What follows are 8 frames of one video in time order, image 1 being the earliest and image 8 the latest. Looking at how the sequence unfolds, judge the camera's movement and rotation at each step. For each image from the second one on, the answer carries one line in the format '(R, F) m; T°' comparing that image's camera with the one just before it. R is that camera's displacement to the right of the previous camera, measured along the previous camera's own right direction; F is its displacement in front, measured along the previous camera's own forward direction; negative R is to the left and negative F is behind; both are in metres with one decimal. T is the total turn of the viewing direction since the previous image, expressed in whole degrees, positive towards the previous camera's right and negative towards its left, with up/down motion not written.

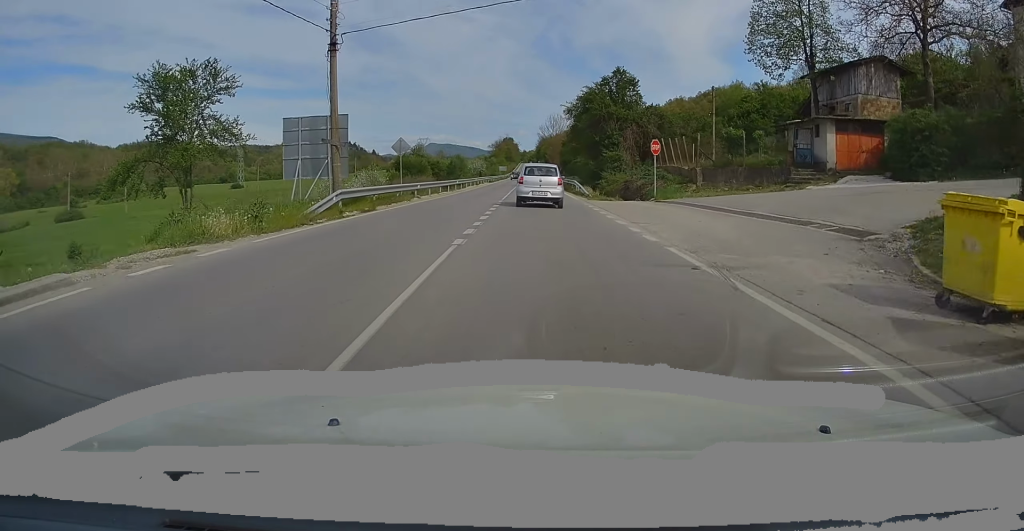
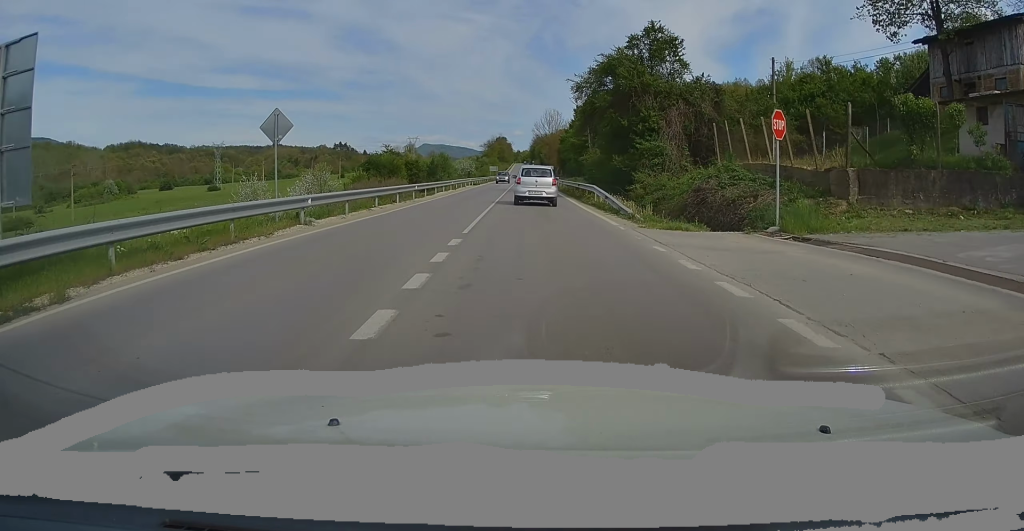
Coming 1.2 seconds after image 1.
(-0.1, +15.8) m; -1°
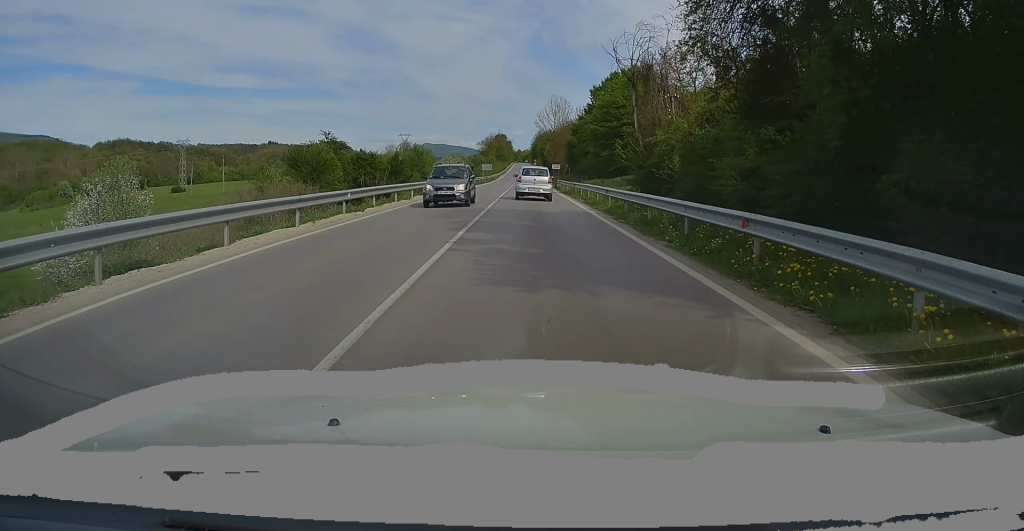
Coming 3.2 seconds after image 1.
(-0.3, +28.7) m; 0°
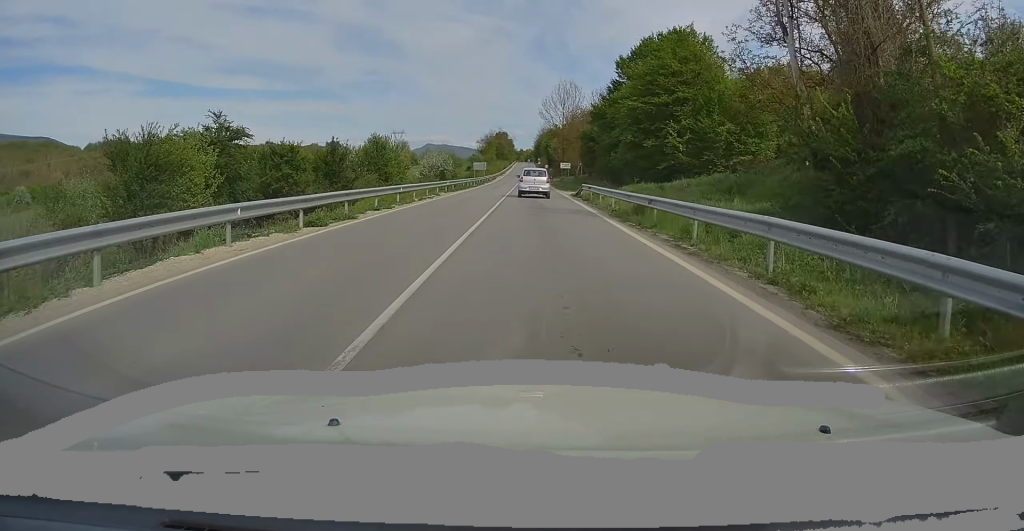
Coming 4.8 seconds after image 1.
(+0.2, +24.3) m; 0°
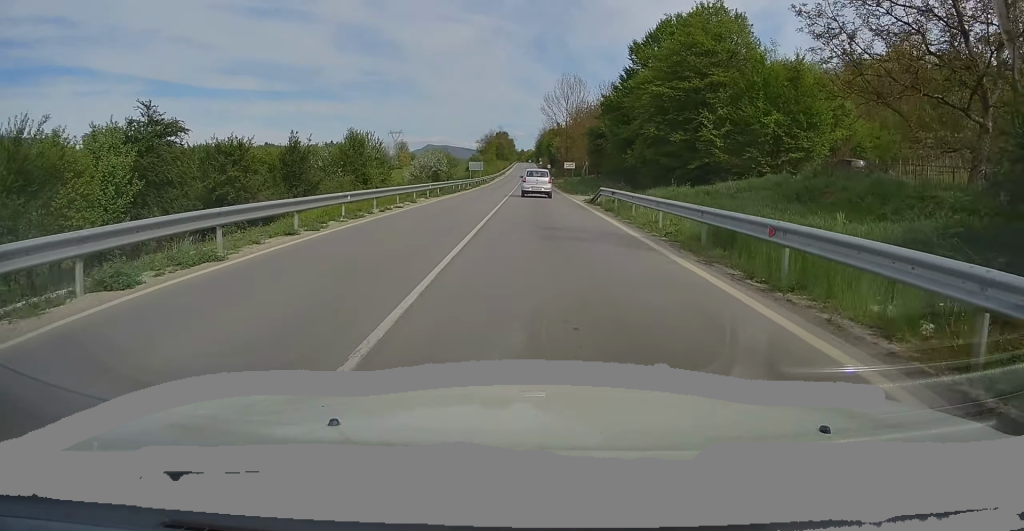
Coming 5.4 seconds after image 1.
(0.0, +8.5) m; 0°
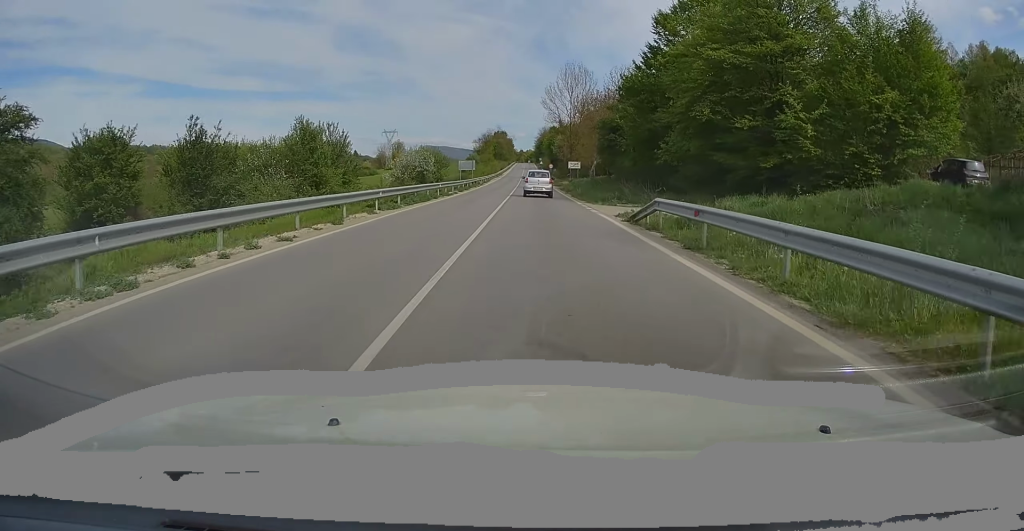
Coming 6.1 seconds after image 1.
(-0.1, +11.9) m; 0°
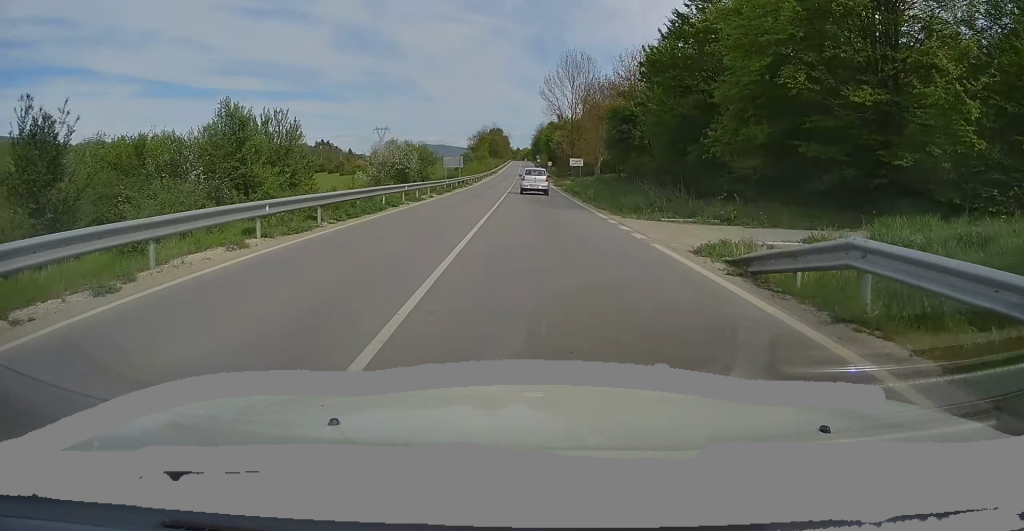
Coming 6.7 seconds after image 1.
(+0.2, +10.2) m; 0°
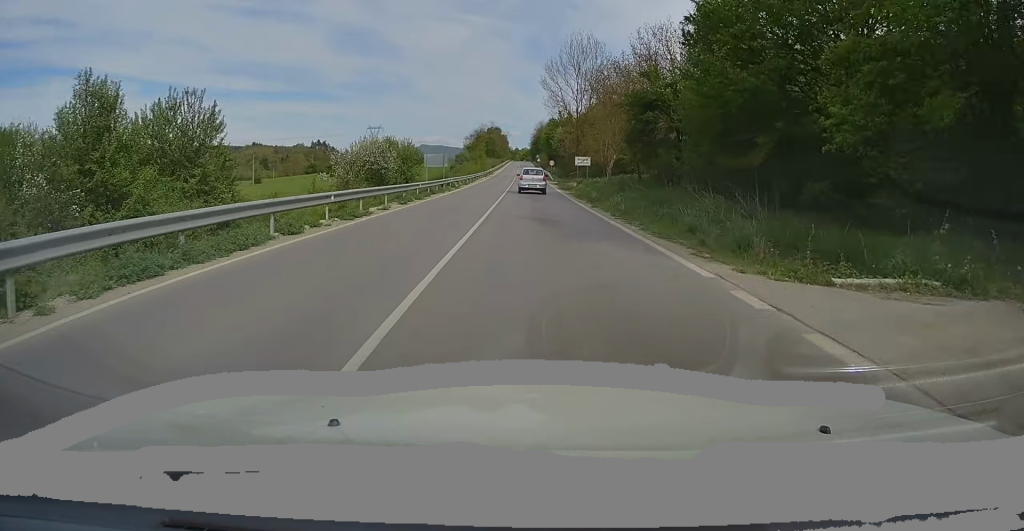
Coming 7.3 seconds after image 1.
(0.0, +11.0) m; 0°
